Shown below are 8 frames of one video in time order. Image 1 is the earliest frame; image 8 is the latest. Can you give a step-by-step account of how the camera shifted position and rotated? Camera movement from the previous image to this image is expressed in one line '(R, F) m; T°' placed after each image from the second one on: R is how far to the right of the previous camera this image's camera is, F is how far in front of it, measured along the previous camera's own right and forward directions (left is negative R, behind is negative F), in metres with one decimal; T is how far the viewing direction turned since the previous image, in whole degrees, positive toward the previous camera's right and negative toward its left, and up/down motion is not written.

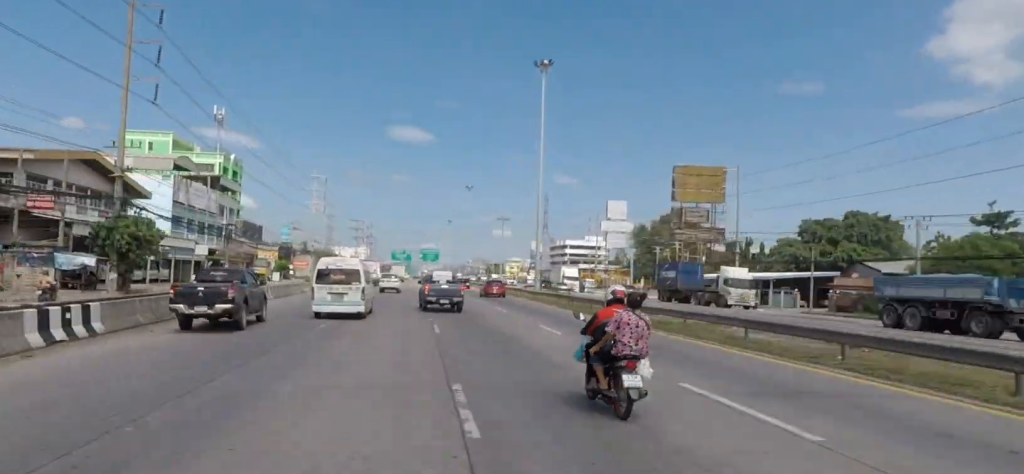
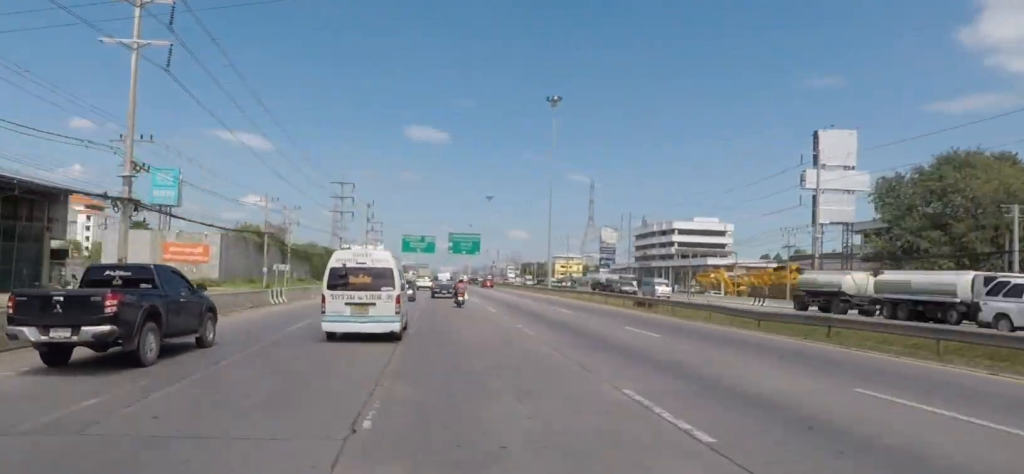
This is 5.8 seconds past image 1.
(+1.5, +82.6) m; +2°
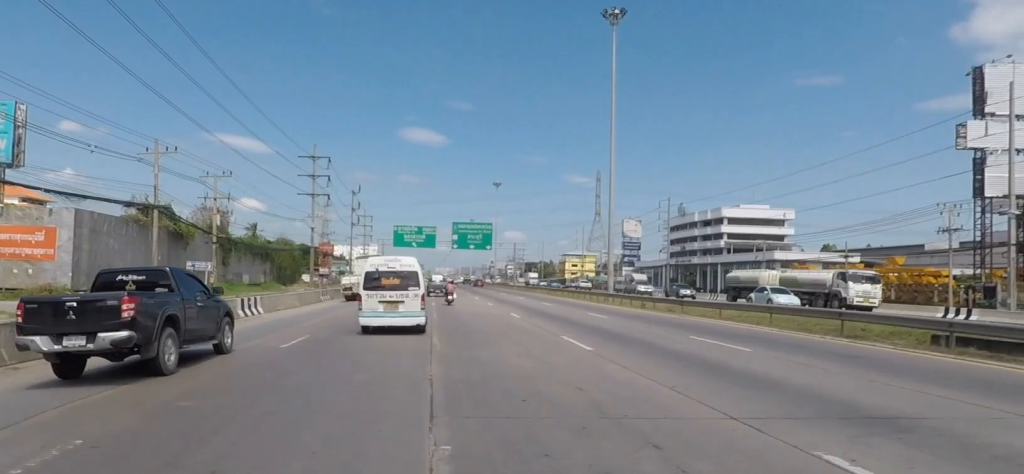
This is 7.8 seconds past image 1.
(-0.1, +26.6) m; 0°
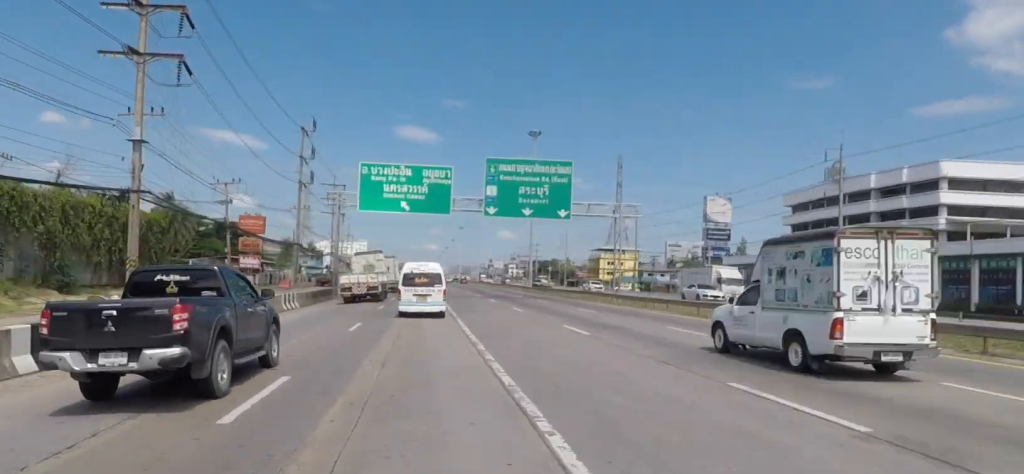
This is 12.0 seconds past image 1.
(-0.4, +54.2) m; 0°
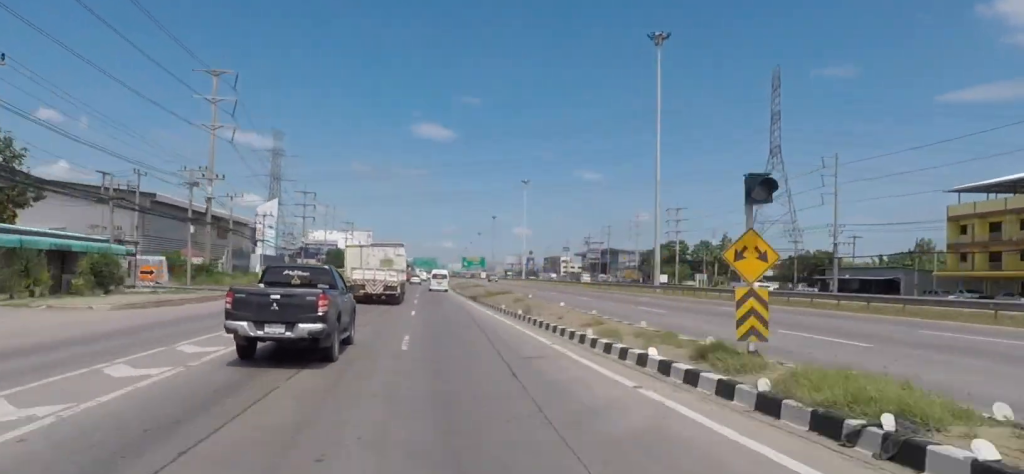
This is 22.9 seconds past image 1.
(-1.9, +142.6) m; -1°
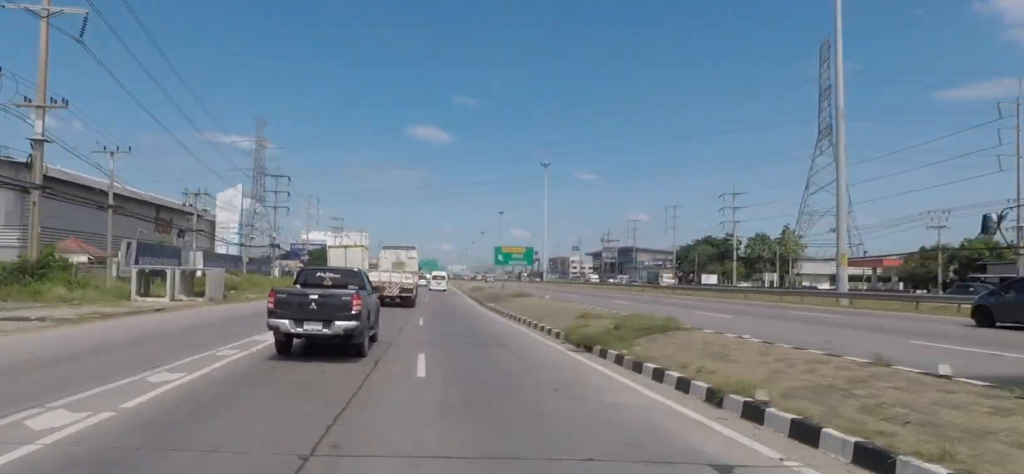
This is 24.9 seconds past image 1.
(-0.1, +27.5) m; +1°
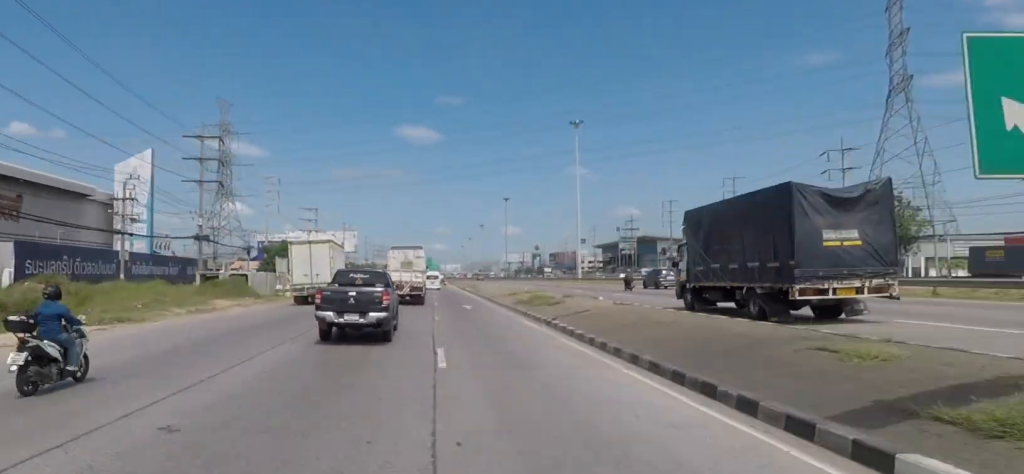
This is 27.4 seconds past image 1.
(+0.1, +34.7) m; +1°
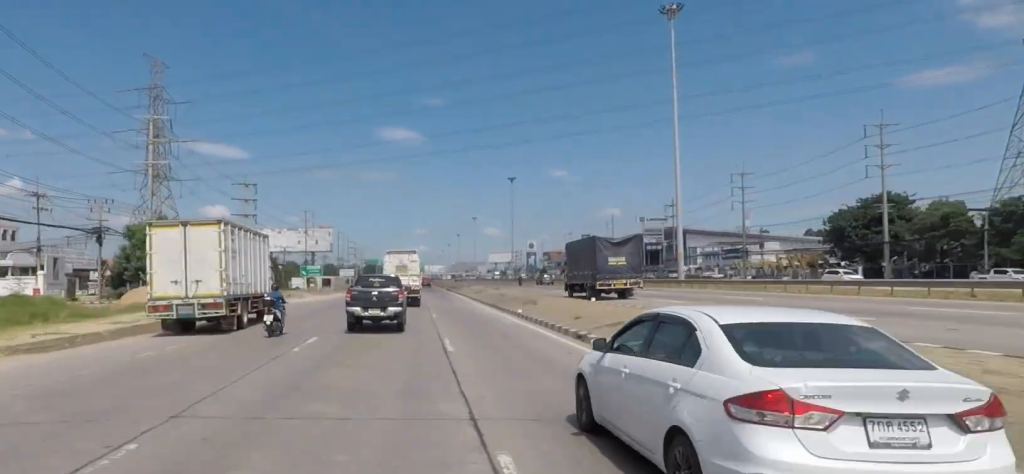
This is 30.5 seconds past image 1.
(+1.0, +44.9) m; +1°
